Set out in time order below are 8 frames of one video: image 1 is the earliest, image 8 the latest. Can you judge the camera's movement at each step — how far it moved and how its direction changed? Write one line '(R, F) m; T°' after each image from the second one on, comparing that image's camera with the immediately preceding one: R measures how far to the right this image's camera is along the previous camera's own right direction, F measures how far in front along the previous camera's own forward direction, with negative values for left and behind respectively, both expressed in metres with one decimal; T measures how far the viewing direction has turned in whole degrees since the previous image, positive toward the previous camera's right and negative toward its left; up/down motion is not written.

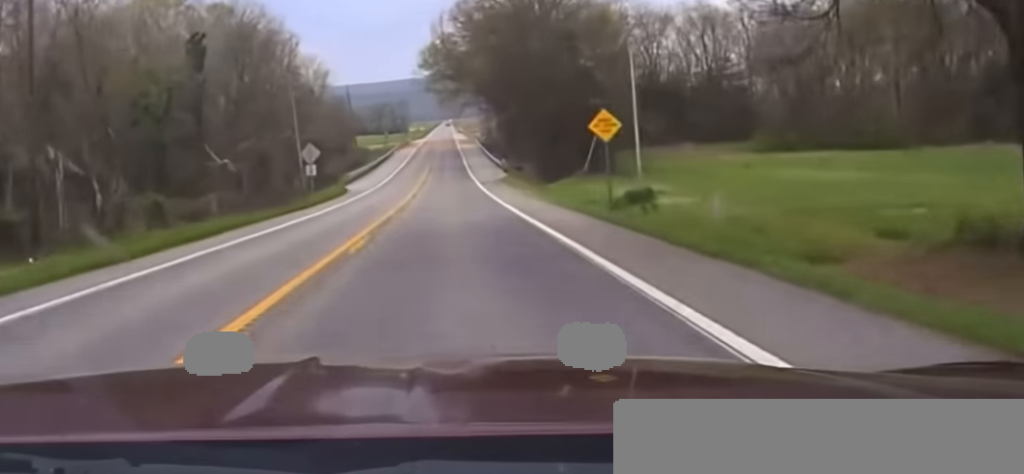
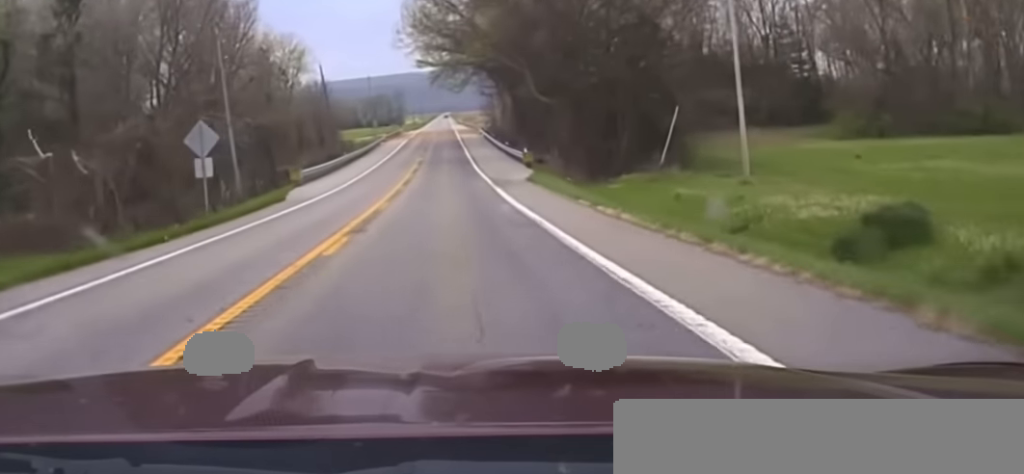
(+0.1, +26.0) m; 0°
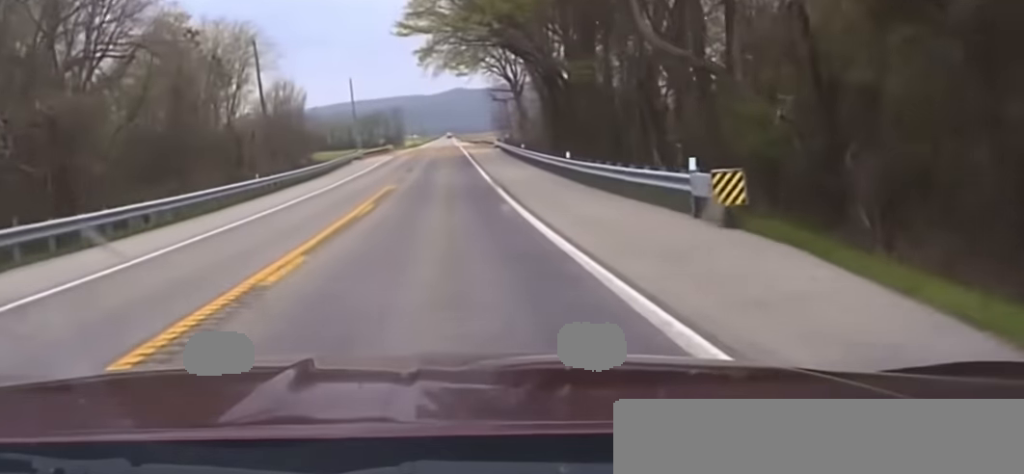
(+0.2, +39.8) m; 0°
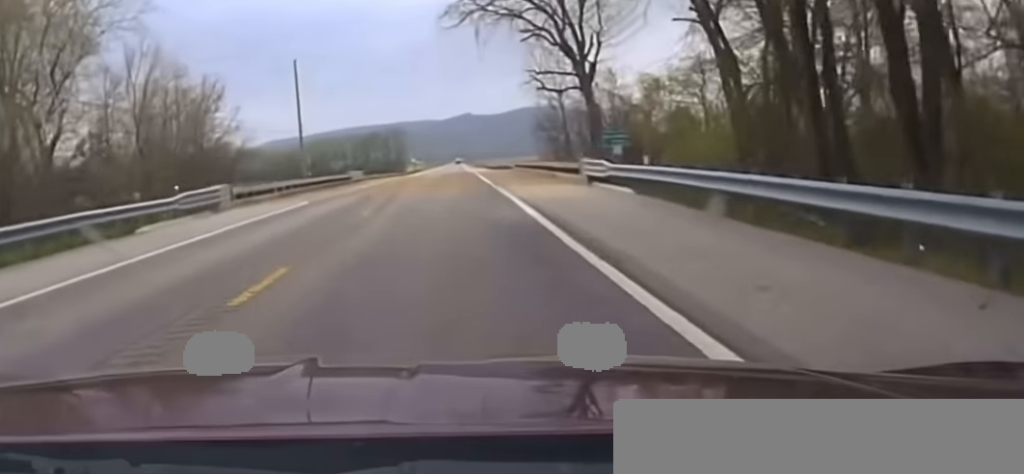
(-0.1, +57.5) m; 0°
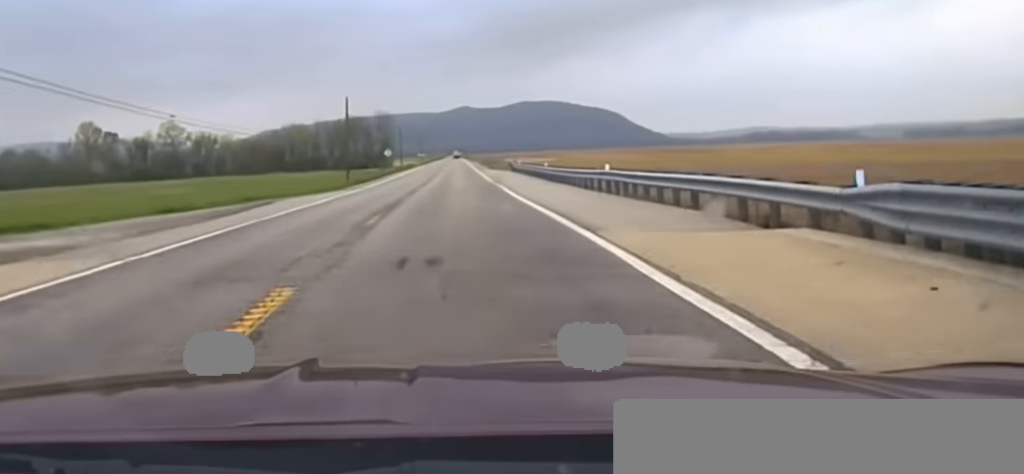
(-0.1, +69.9) m; 0°
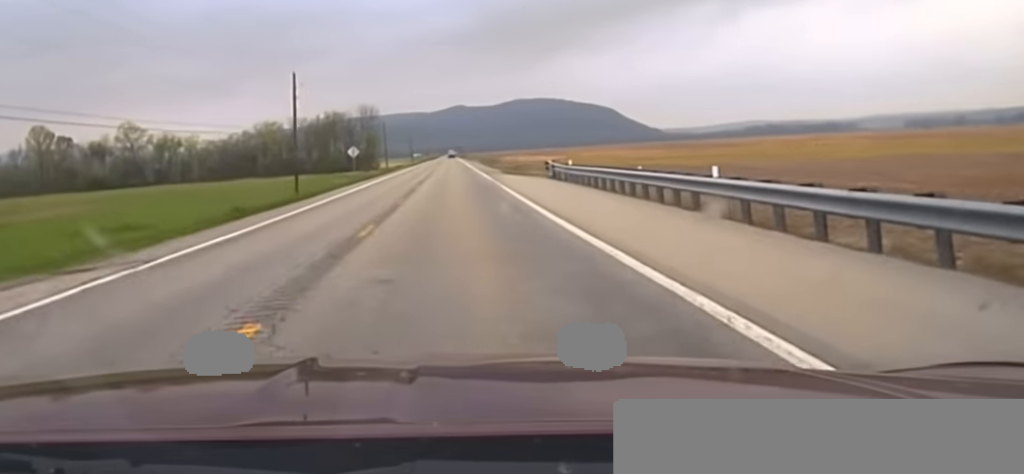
(-0.1, +40.1) m; 0°
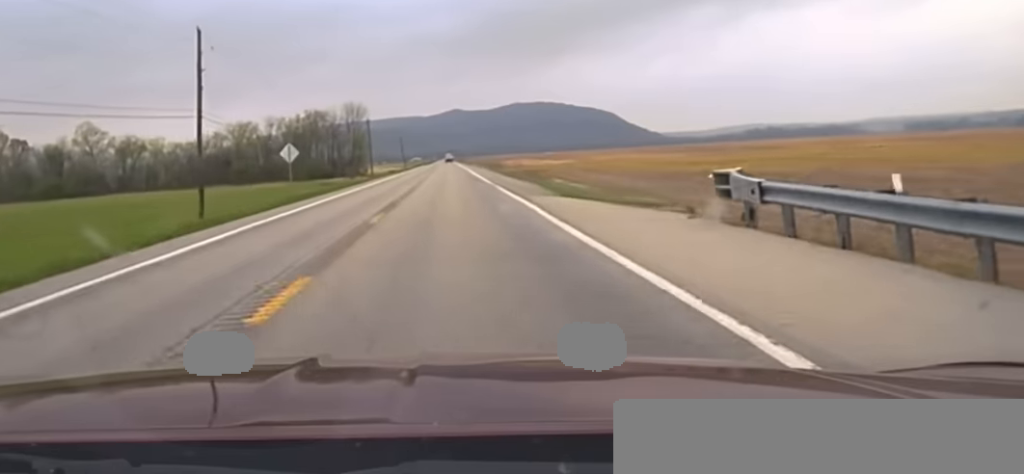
(+0.1, +39.3) m; 0°
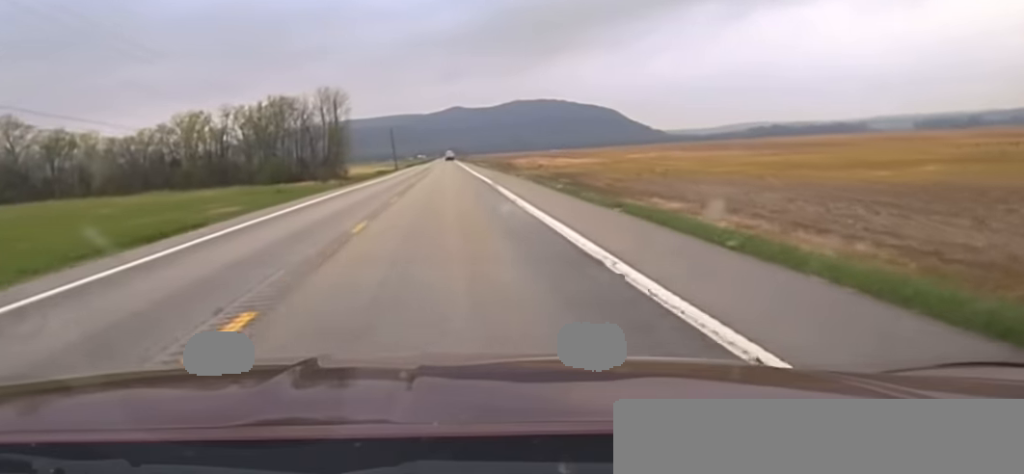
(-0.2, +54.0) m; 0°
